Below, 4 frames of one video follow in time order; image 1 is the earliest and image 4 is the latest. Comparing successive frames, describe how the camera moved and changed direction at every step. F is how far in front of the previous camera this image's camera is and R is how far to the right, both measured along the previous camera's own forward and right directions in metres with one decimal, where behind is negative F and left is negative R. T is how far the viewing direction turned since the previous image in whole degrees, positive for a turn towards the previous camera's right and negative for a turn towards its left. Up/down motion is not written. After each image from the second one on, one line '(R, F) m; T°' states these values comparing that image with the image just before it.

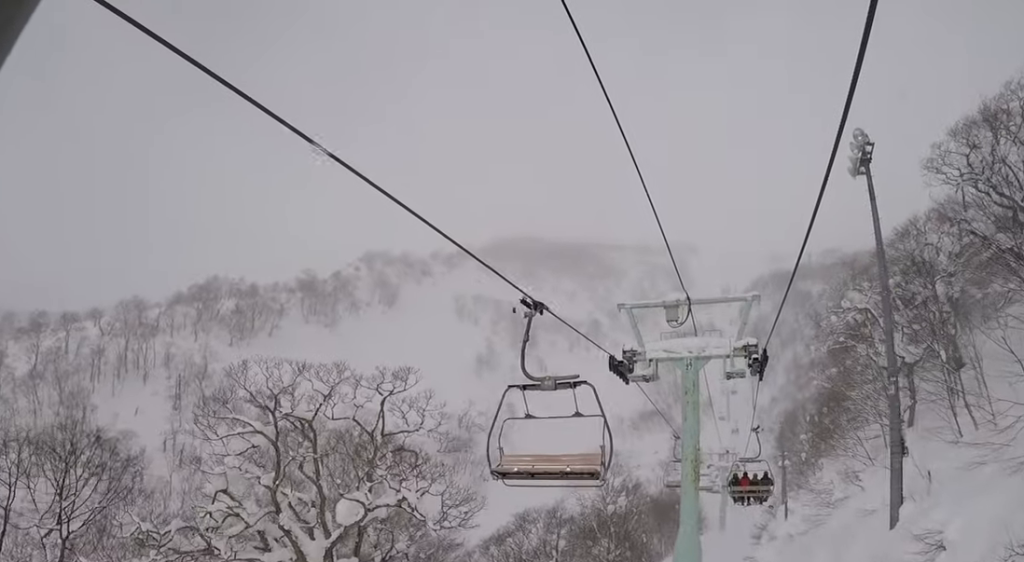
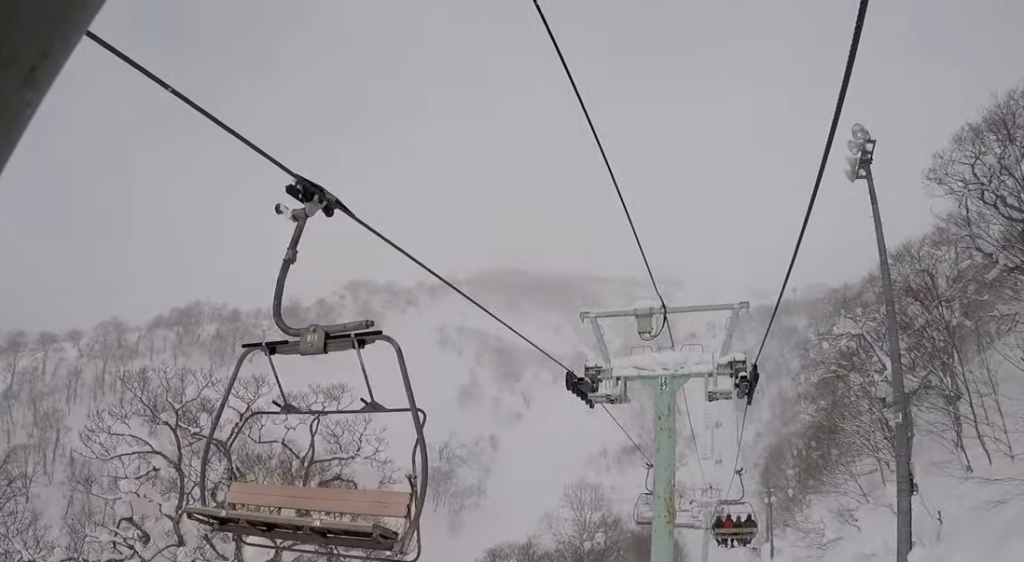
(-1.3, +3.2) m; 0°
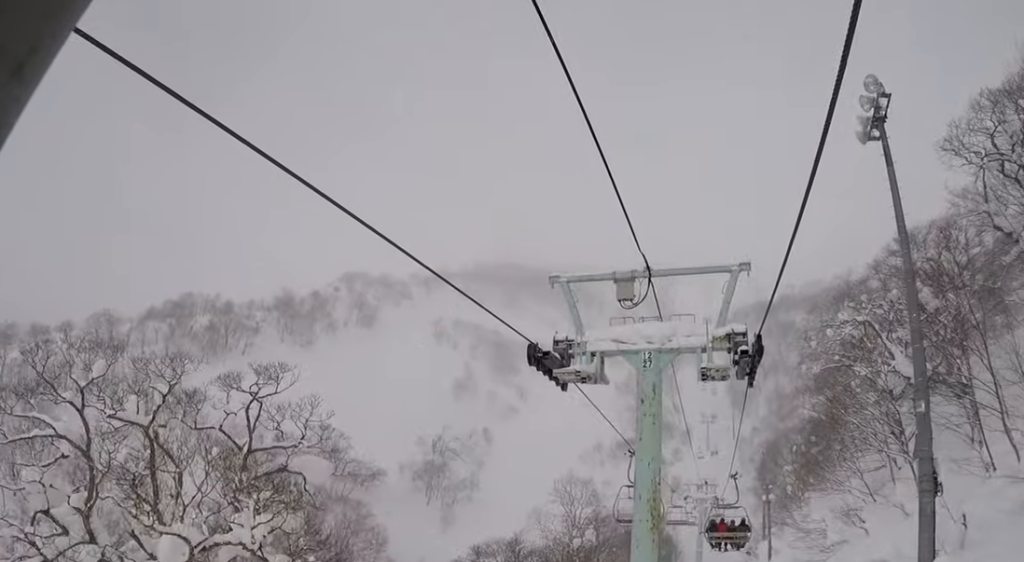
(+0.4, +2.6) m; 0°
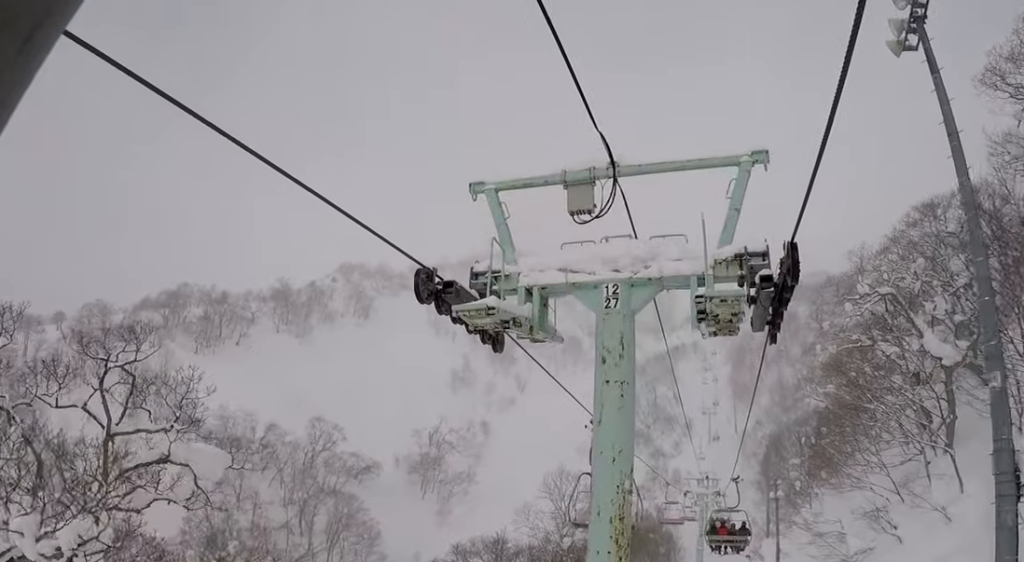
(-0.3, +4.6) m; 0°
